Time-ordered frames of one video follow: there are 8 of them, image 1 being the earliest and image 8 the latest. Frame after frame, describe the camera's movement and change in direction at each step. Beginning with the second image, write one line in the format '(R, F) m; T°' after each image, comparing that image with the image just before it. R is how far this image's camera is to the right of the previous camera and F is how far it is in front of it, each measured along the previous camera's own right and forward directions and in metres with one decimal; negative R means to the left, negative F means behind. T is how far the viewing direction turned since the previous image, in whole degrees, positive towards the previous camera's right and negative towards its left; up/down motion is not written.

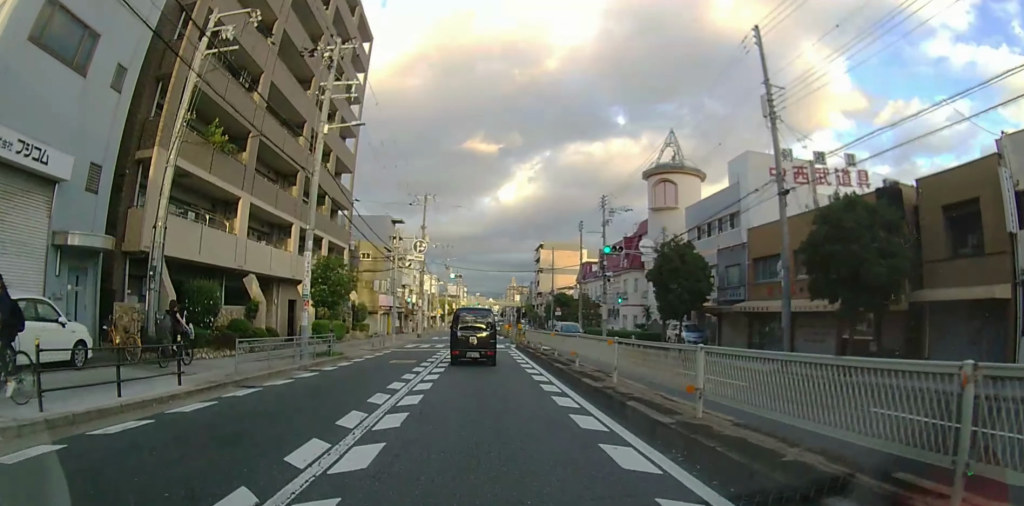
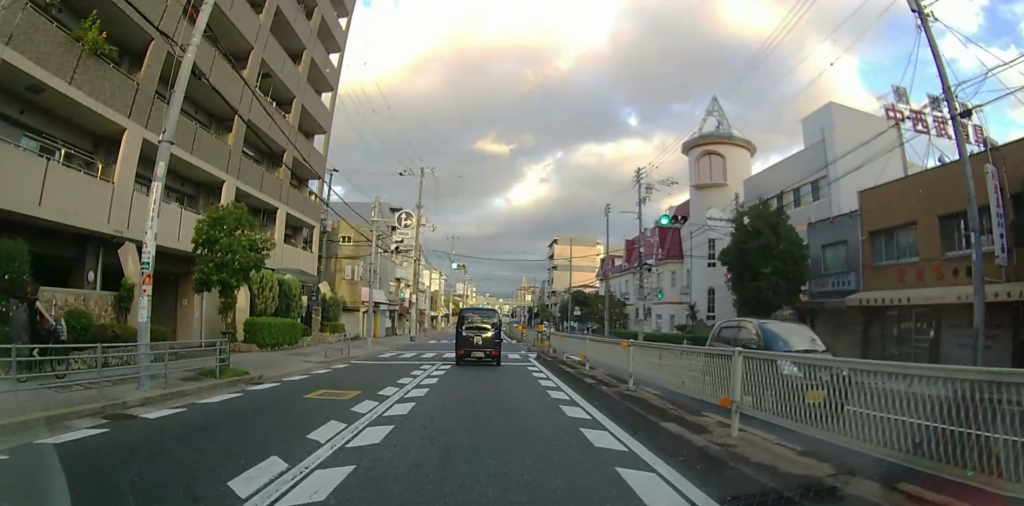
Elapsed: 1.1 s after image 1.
(0.0, +9.2) m; -1°
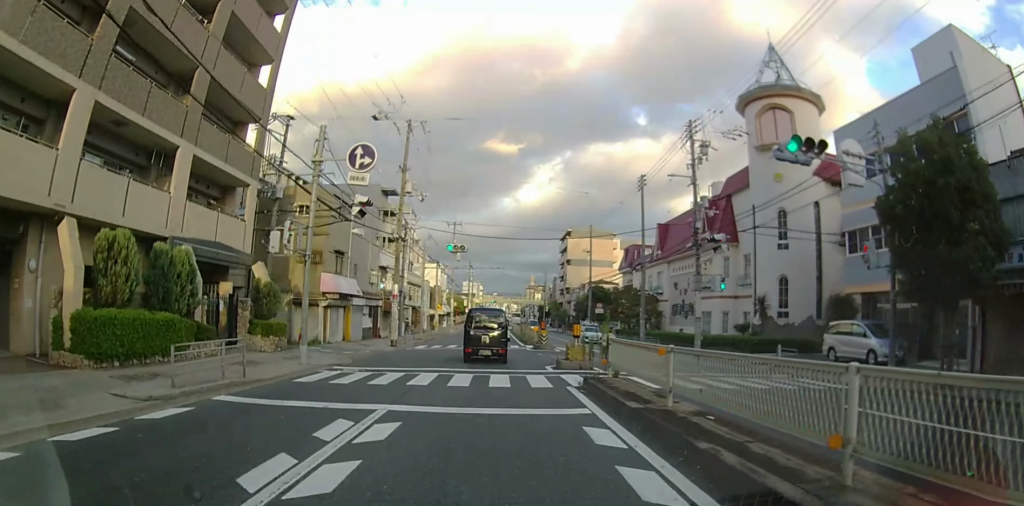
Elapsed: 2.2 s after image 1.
(-0.2, +10.1) m; -1°
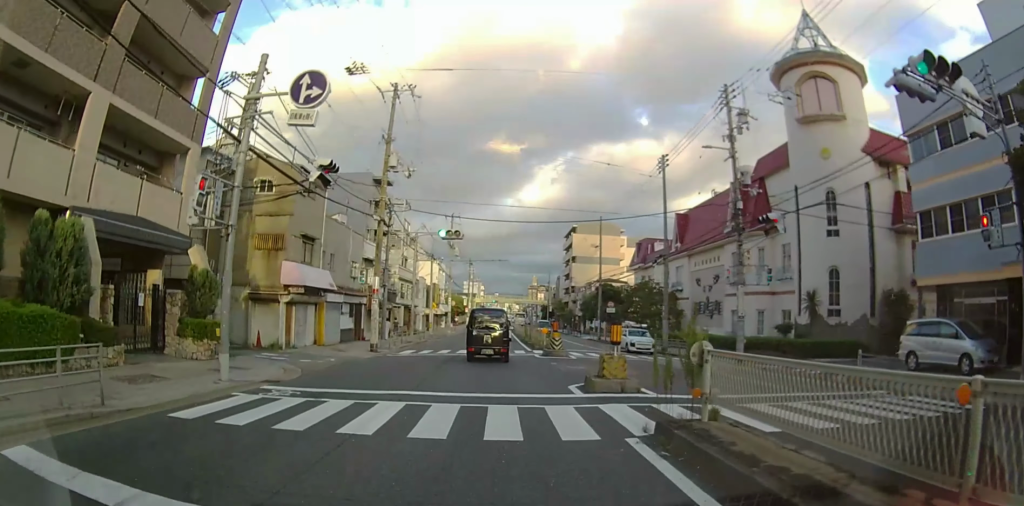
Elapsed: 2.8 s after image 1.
(-0.1, +5.2) m; 0°
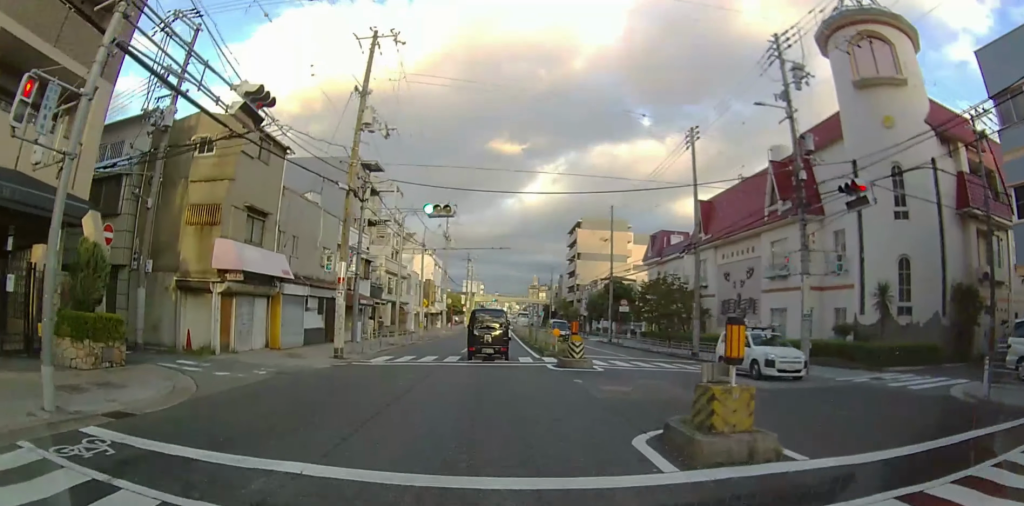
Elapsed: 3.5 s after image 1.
(+0.2, +5.8) m; +1°
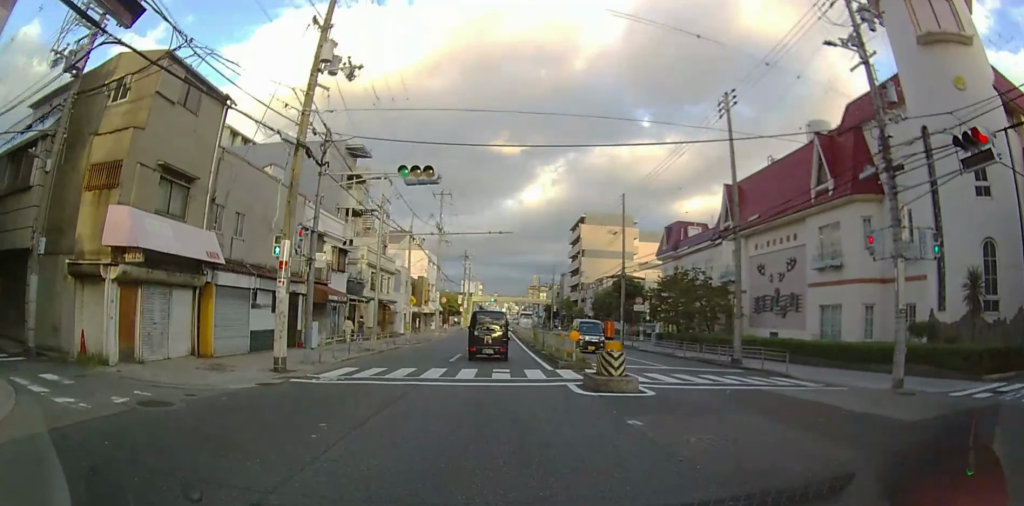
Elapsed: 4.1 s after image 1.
(0.0, +5.5) m; +1°
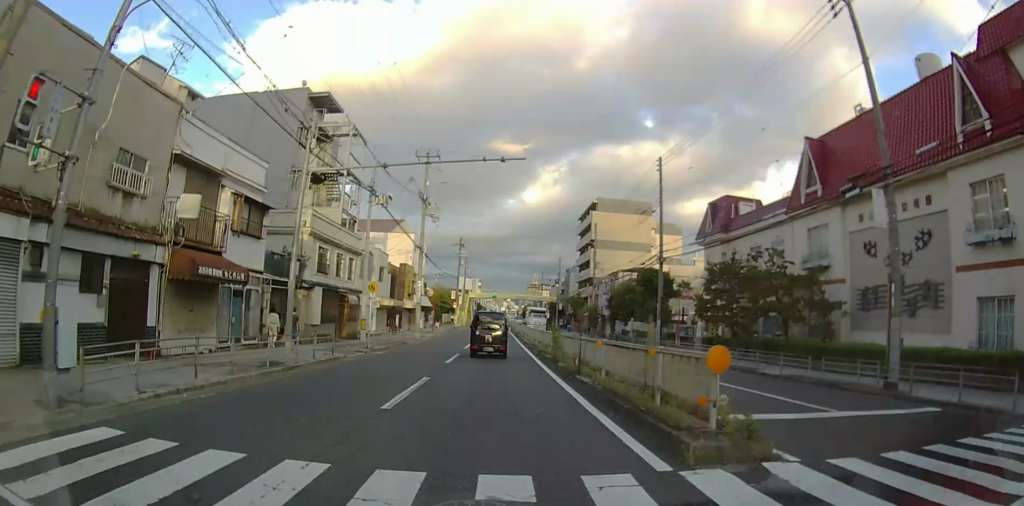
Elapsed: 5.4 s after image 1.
(+0.1, +10.7) m; +1°
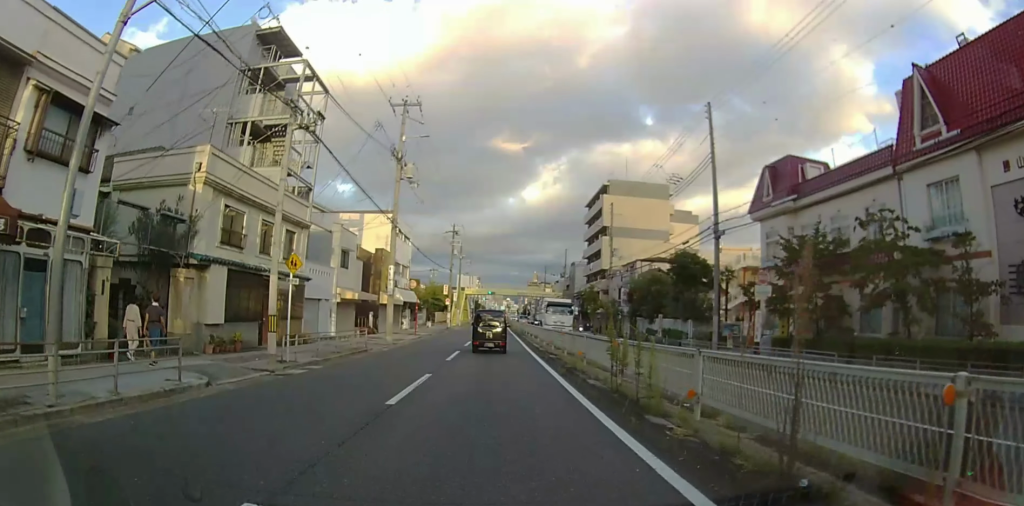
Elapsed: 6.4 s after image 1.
(0.0, +9.5) m; 0°
